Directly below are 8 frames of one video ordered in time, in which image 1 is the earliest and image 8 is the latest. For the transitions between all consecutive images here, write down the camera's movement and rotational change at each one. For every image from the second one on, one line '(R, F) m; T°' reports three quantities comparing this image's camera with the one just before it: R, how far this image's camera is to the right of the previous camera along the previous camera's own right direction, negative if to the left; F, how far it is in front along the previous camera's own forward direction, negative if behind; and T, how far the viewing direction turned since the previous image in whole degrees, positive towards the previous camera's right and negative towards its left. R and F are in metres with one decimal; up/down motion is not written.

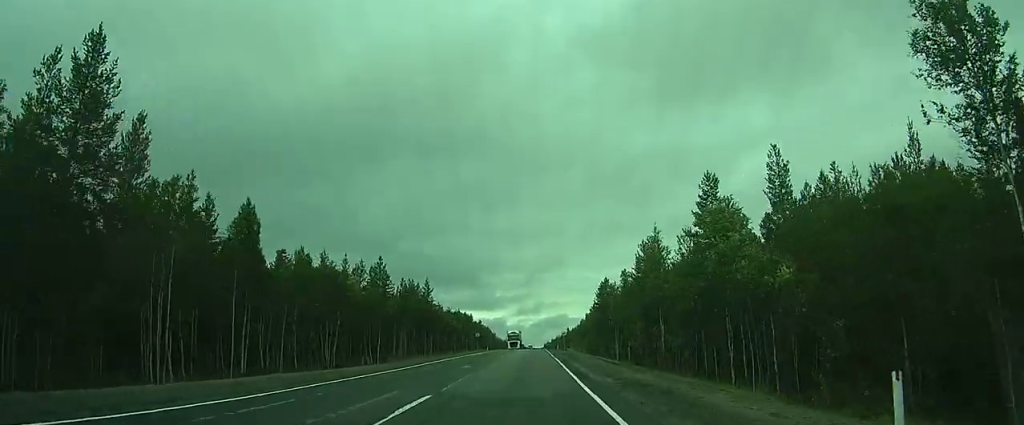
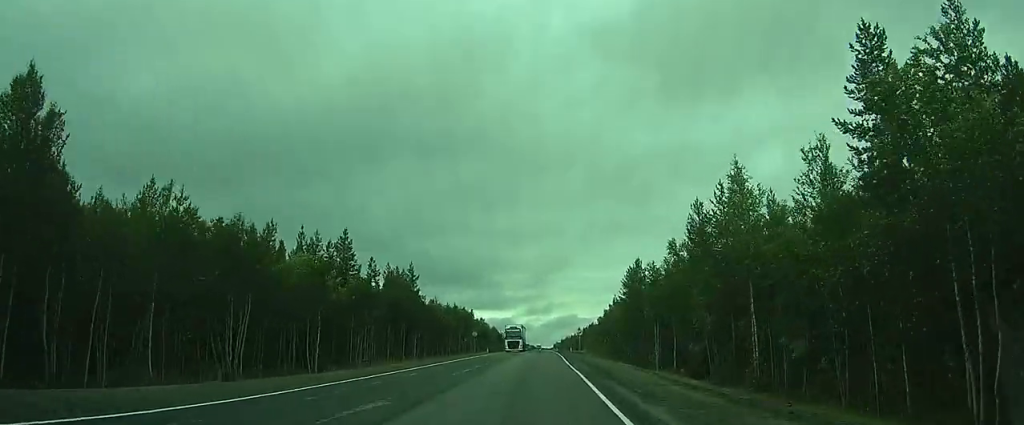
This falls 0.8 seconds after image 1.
(0.0, +17.1) m; 0°
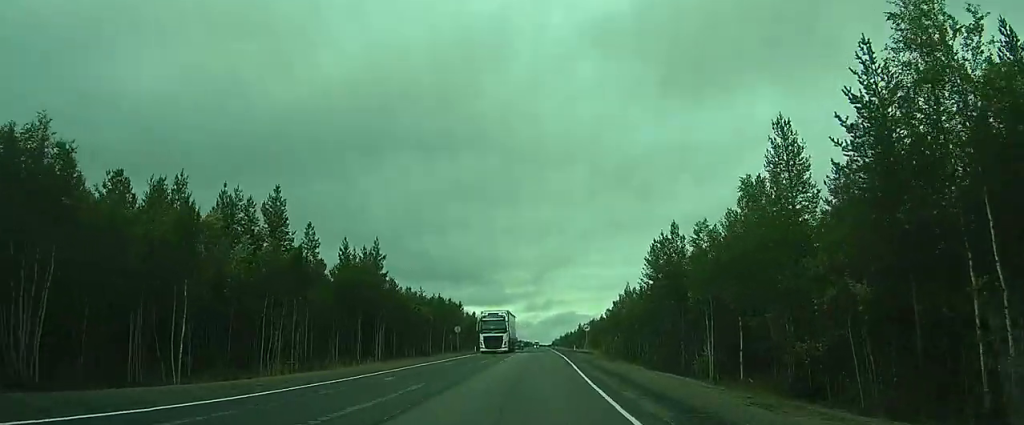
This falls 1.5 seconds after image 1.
(0.0, +15.1) m; 0°
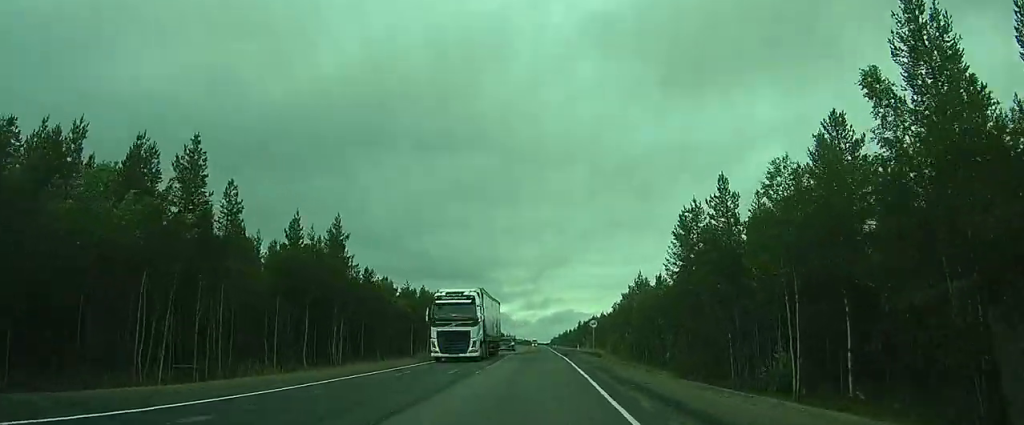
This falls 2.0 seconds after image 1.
(0.0, +10.8) m; 0°
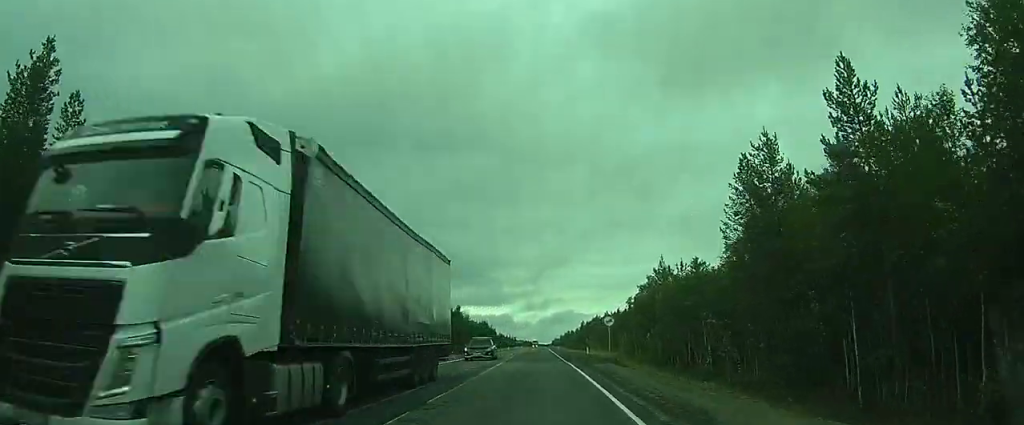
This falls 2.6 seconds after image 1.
(0.0, +12.3) m; 0°
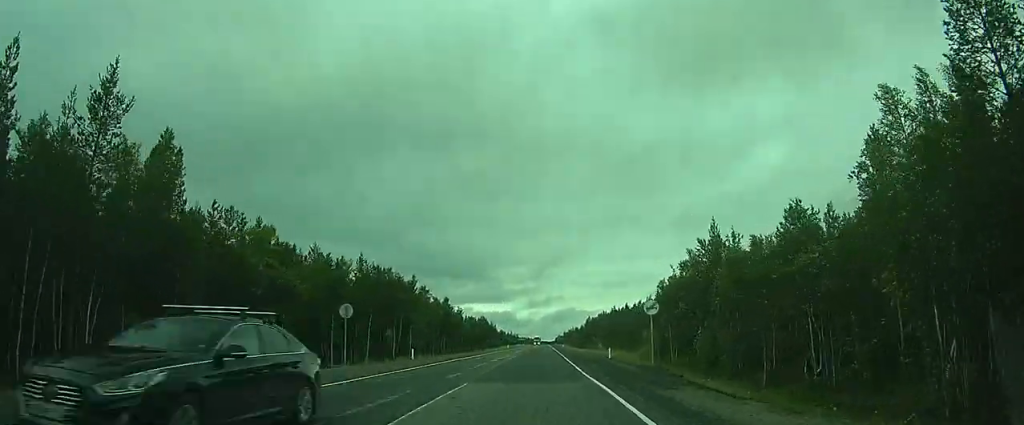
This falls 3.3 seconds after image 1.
(-0.1, +16.0) m; -1°
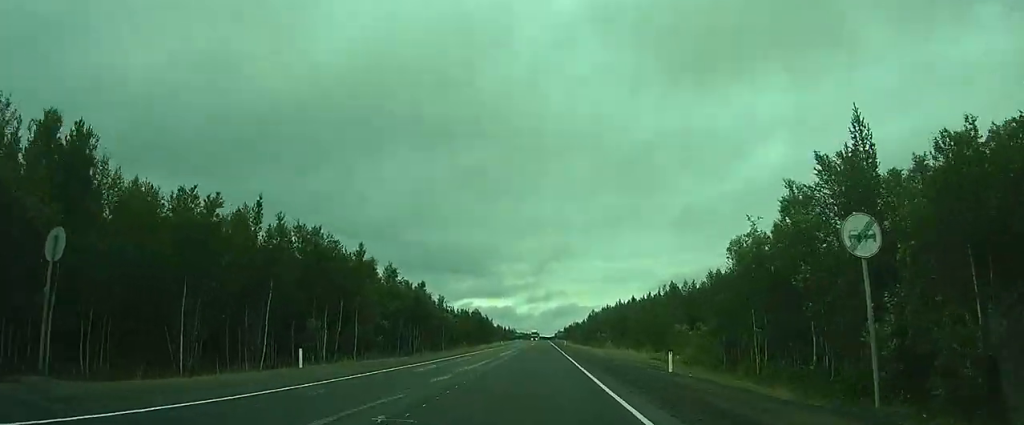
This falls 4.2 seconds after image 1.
(-0.1, +19.1) m; -1°
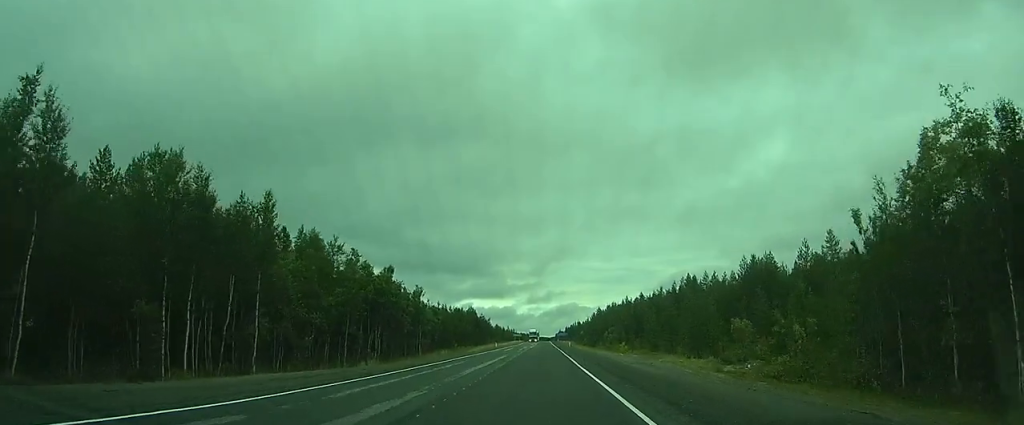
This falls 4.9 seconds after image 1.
(-0.1, +17.0) m; 0°
